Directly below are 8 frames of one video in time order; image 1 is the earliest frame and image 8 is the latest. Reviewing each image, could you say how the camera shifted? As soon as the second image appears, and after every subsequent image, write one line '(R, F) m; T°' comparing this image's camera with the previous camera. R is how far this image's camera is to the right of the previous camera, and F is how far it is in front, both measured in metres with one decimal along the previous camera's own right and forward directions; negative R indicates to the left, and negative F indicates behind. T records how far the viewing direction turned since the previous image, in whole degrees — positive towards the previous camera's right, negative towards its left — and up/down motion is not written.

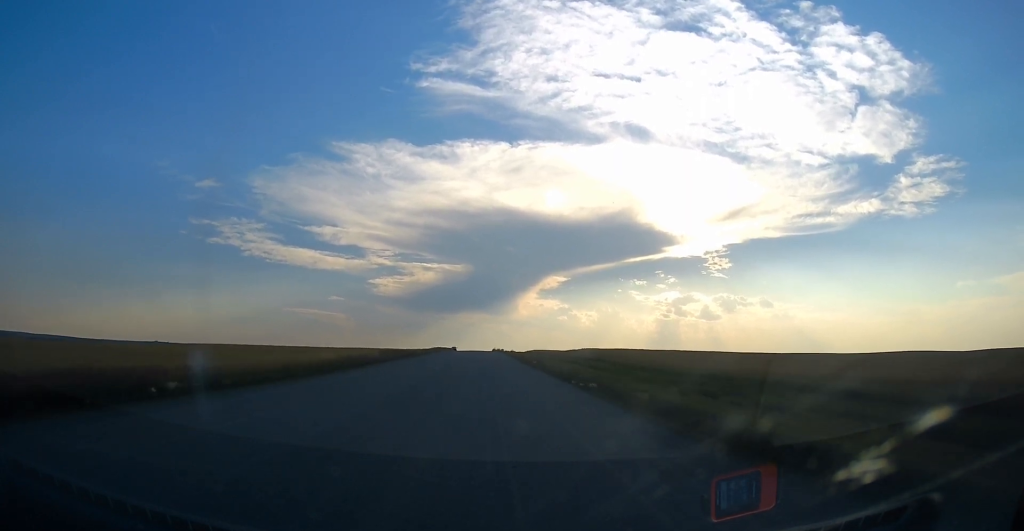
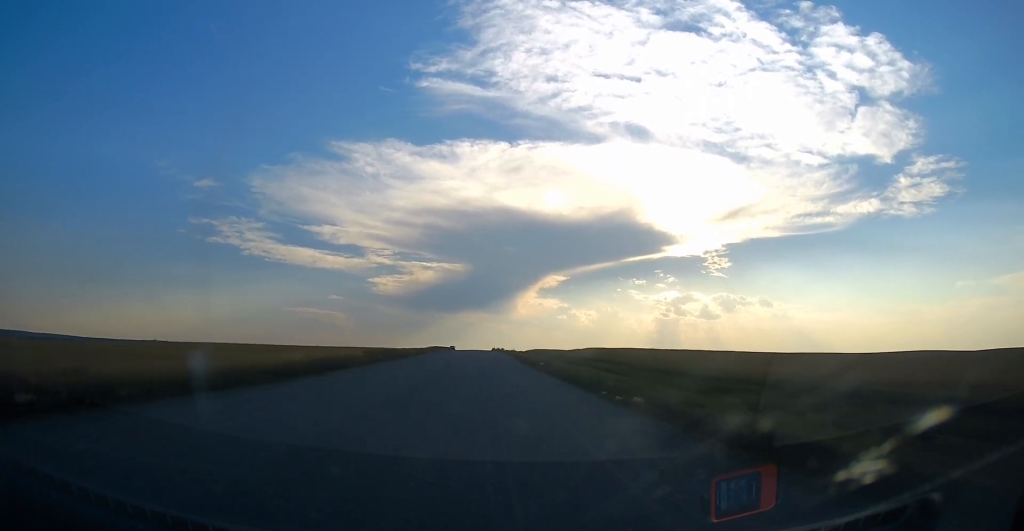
(-0.1, +7.2) m; 0°
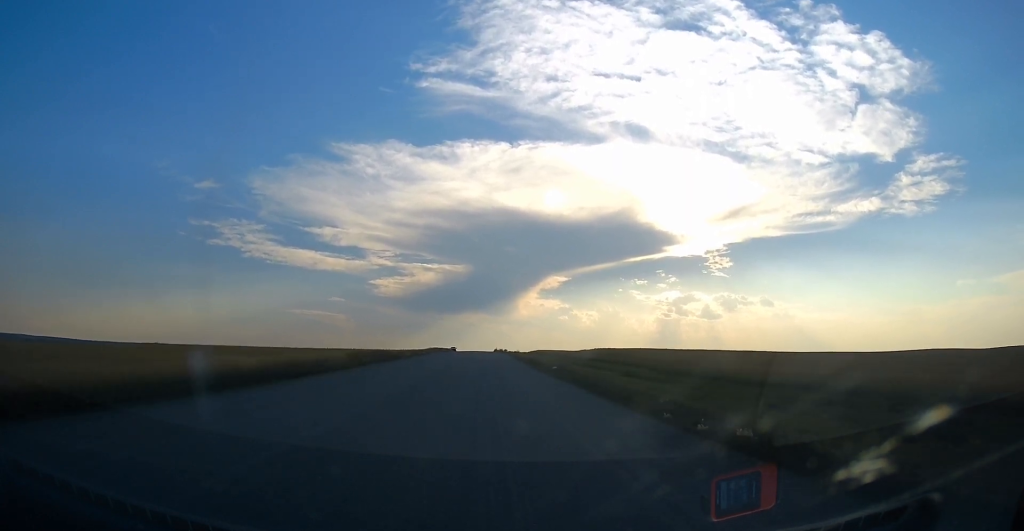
(-0.1, +7.2) m; -1°
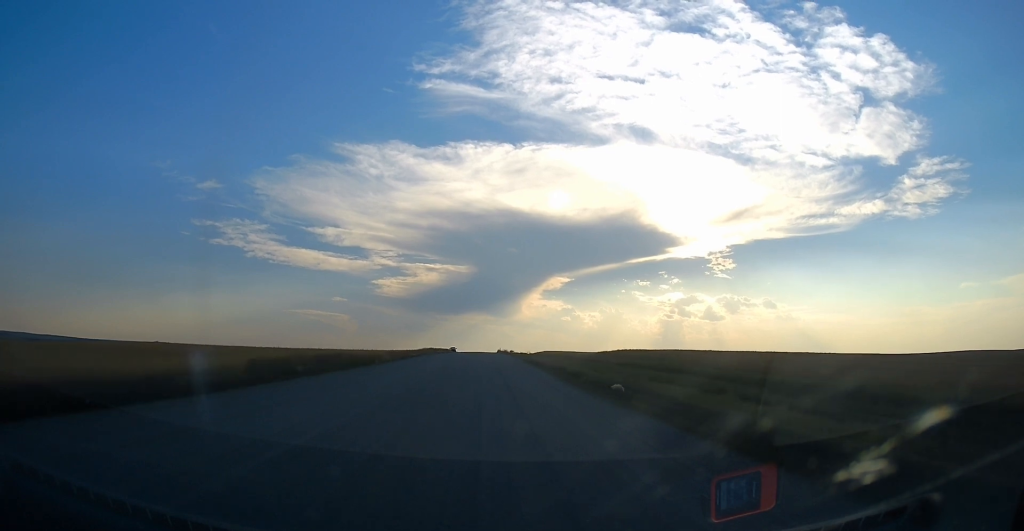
(-0.1, +18.9) m; 0°
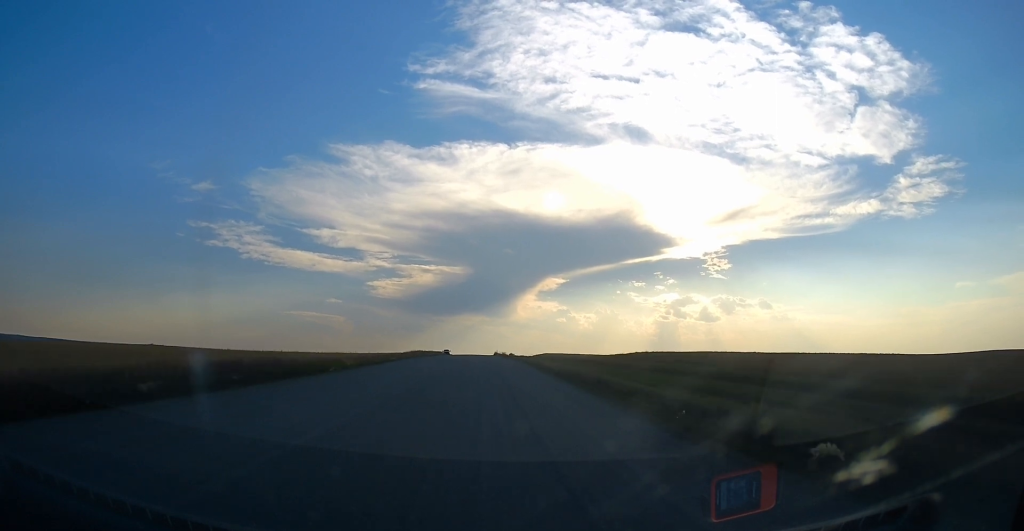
(0.0, +14.8) m; 0°
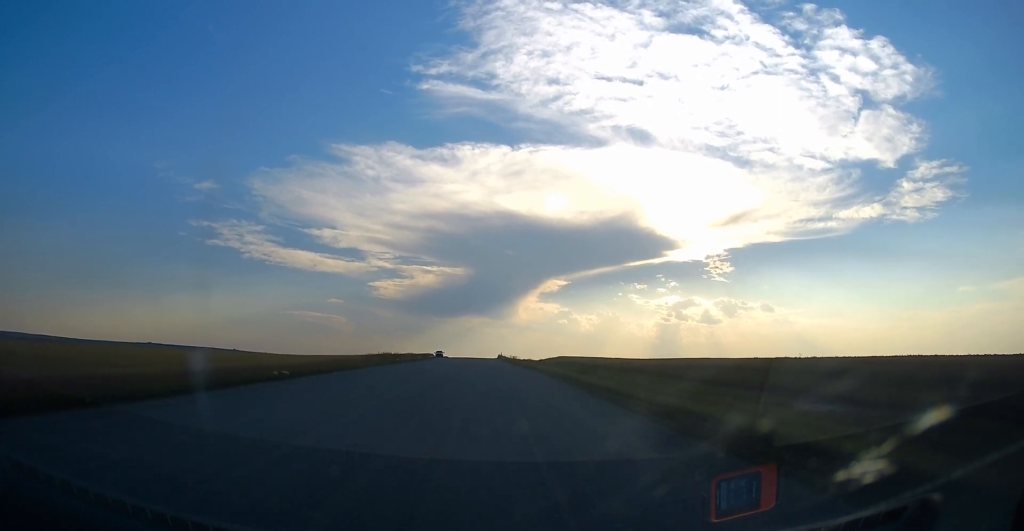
(+0.9, +38.8) m; +1°
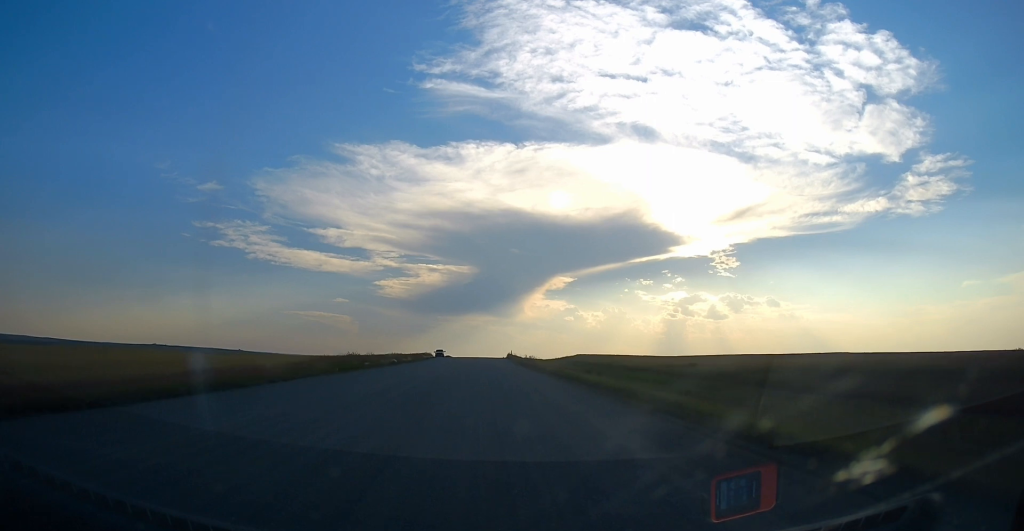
(-0.5, +22.0) m; -1°
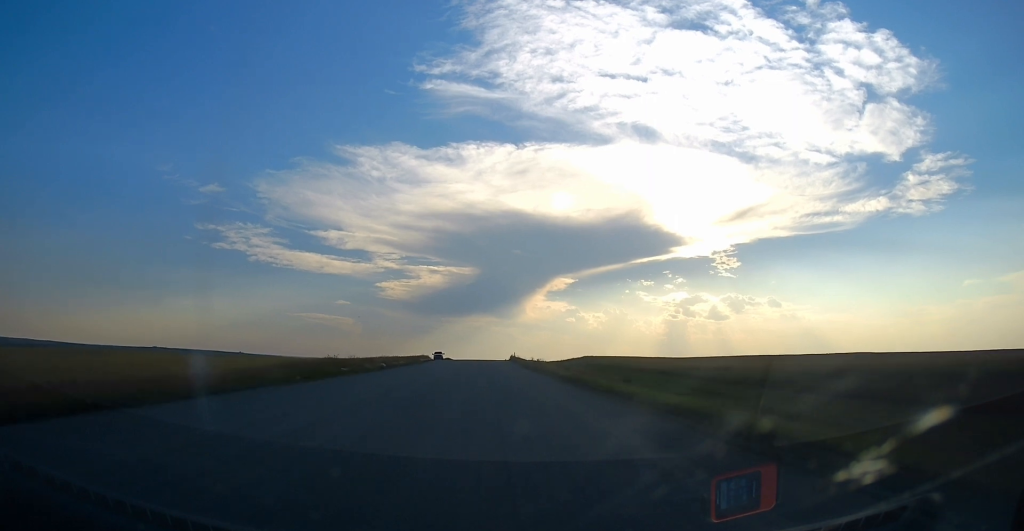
(0.0, +8.3) m; 0°
